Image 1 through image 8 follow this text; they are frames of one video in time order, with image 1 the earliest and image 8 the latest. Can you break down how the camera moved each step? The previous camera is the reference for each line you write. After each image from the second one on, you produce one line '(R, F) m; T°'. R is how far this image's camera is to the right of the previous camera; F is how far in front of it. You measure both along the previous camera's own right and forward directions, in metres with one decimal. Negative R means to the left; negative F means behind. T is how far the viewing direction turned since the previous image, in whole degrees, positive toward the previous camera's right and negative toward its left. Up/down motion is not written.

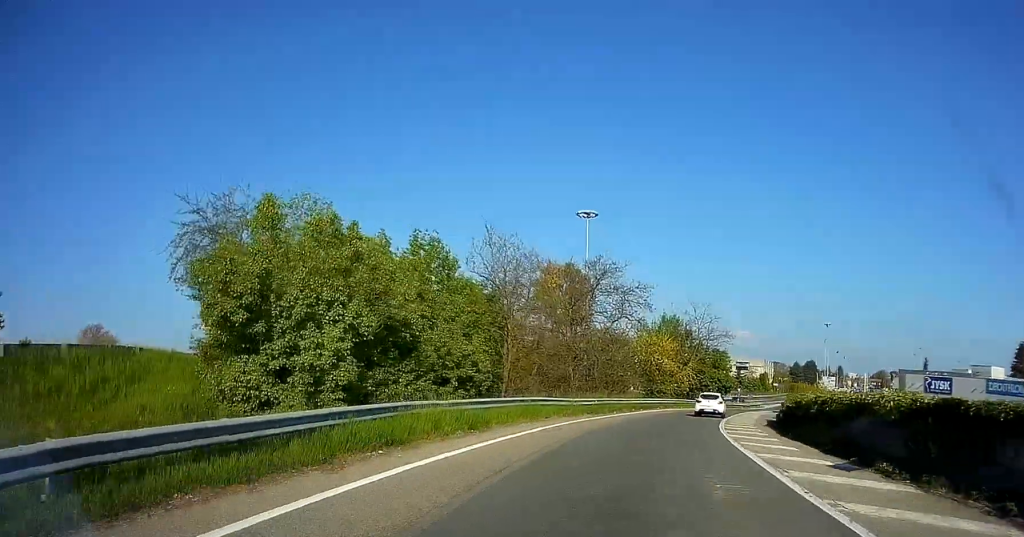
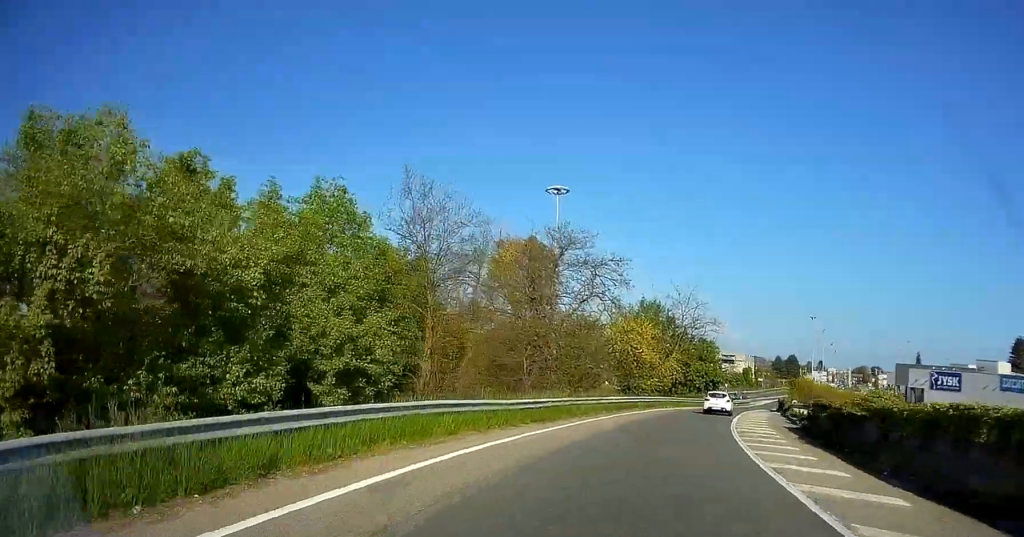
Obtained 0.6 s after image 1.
(-0.2, +9.9) m; 0°
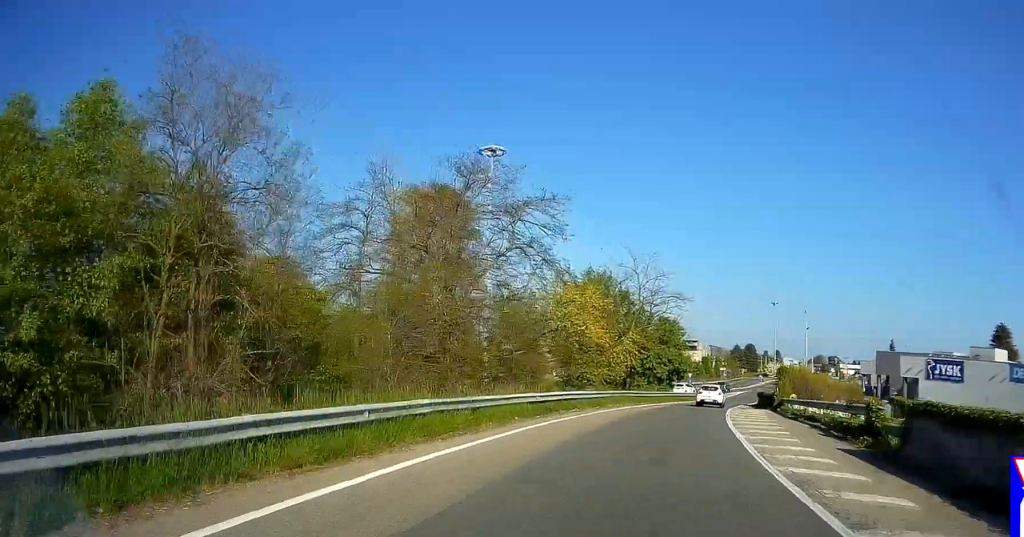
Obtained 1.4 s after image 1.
(-0.1, +12.8) m; +4°
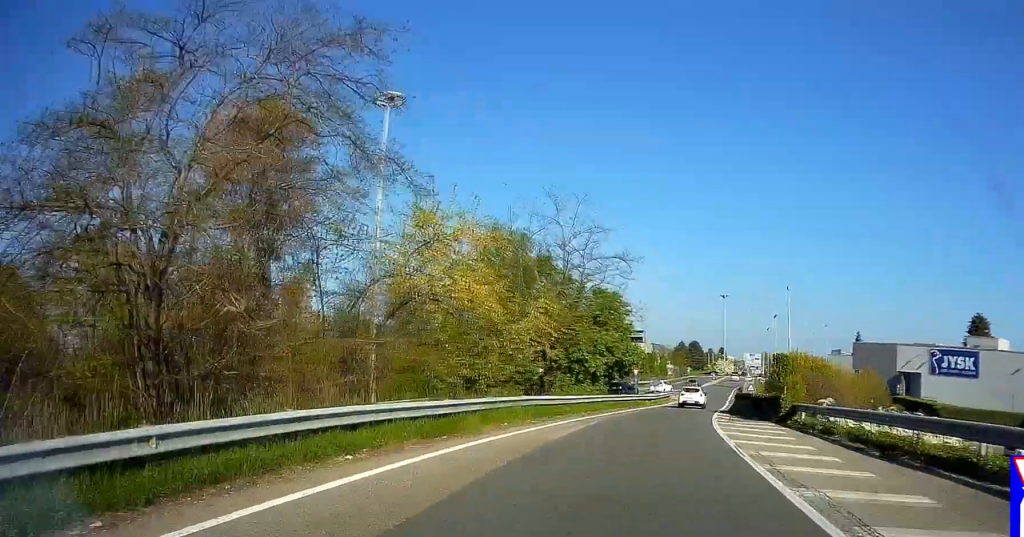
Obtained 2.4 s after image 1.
(+1.4, +16.4) m; +6°
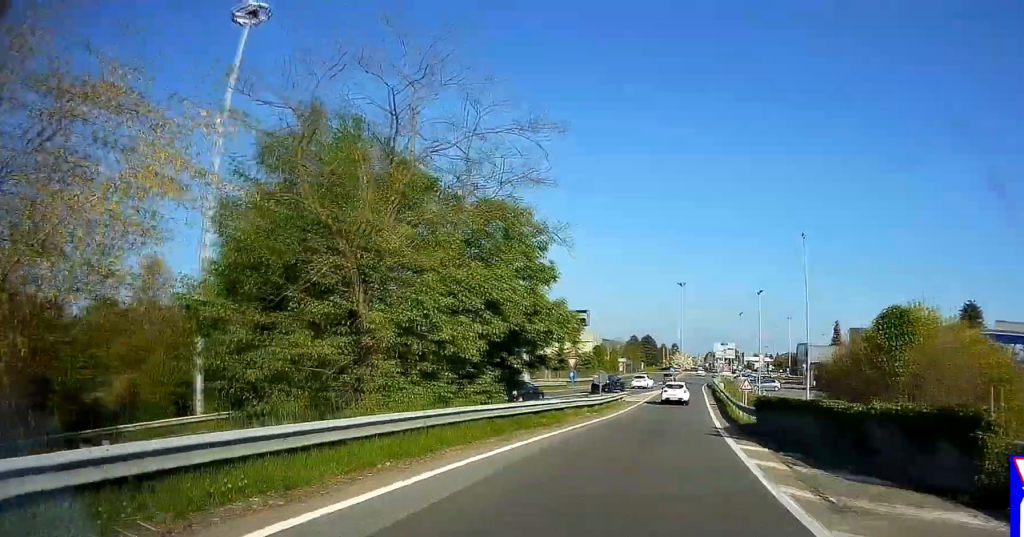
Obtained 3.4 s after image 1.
(+0.4, +18.7) m; +2°
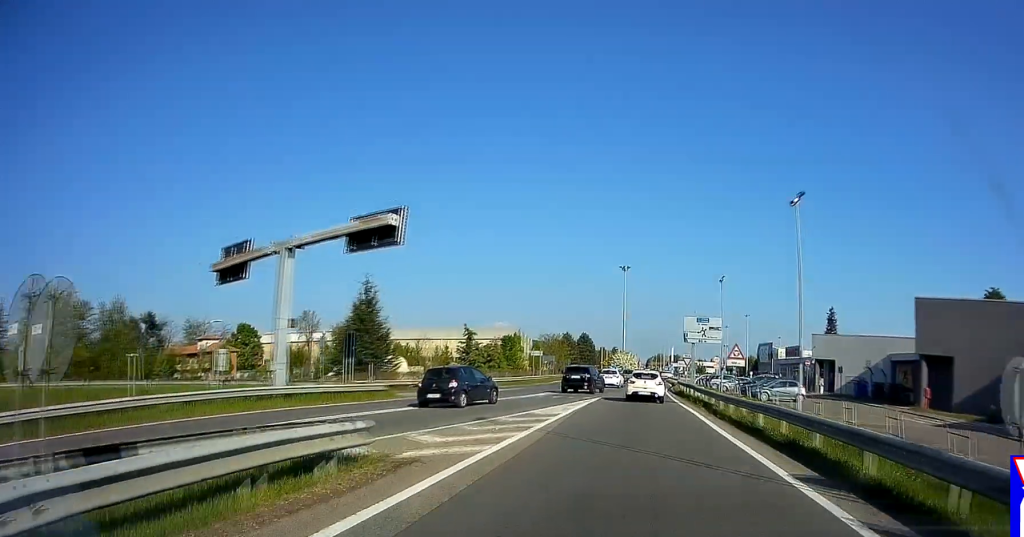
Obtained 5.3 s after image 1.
(+2.6, +33.2) m; +7°
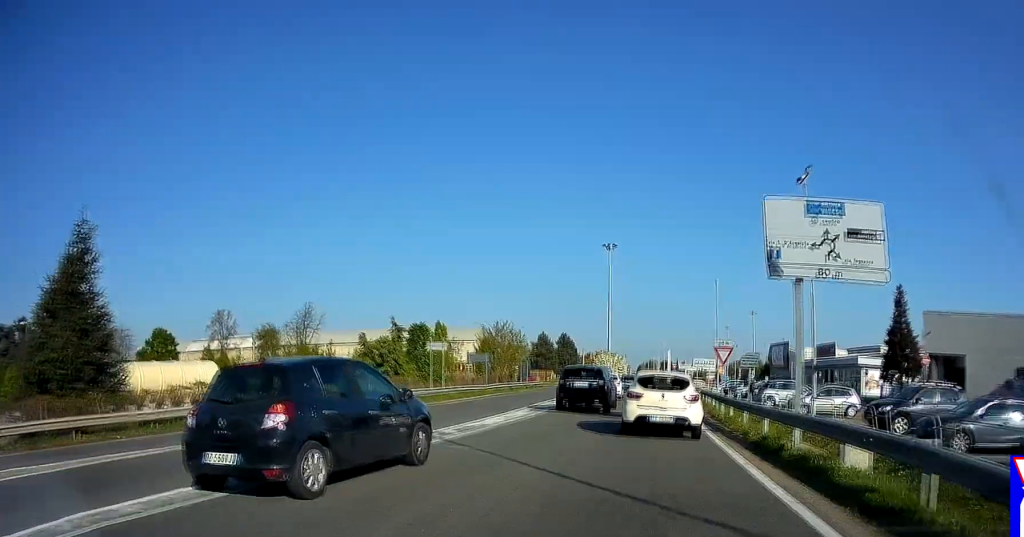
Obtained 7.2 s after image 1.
(+0.3, +31.3) m; +2°
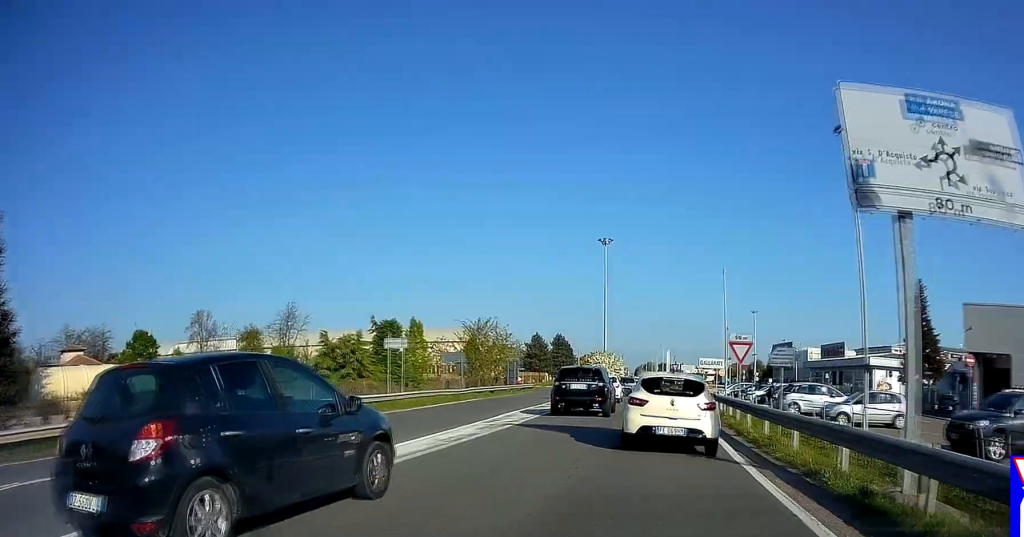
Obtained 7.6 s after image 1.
(+0.1, +6.3) m; 0°
